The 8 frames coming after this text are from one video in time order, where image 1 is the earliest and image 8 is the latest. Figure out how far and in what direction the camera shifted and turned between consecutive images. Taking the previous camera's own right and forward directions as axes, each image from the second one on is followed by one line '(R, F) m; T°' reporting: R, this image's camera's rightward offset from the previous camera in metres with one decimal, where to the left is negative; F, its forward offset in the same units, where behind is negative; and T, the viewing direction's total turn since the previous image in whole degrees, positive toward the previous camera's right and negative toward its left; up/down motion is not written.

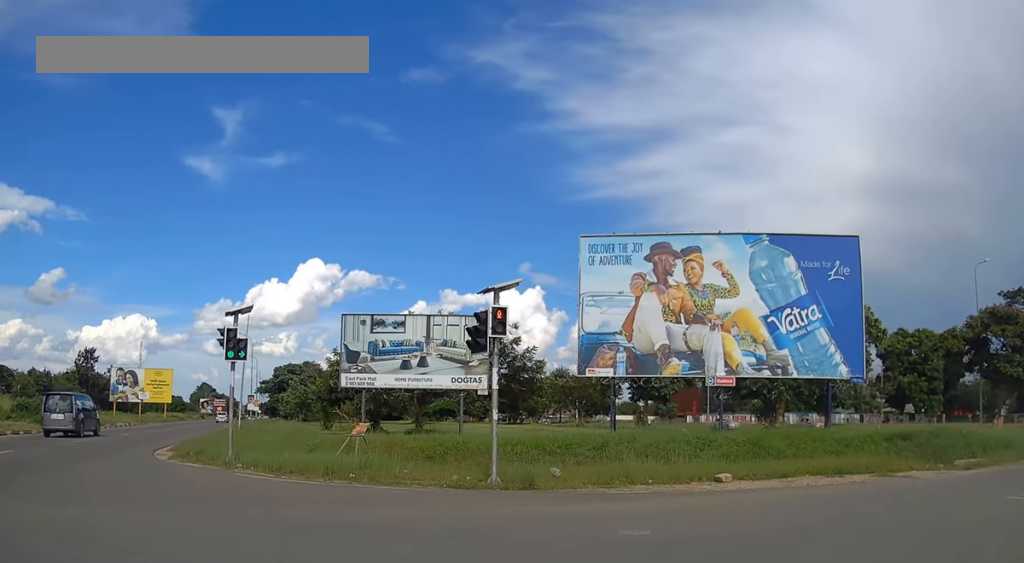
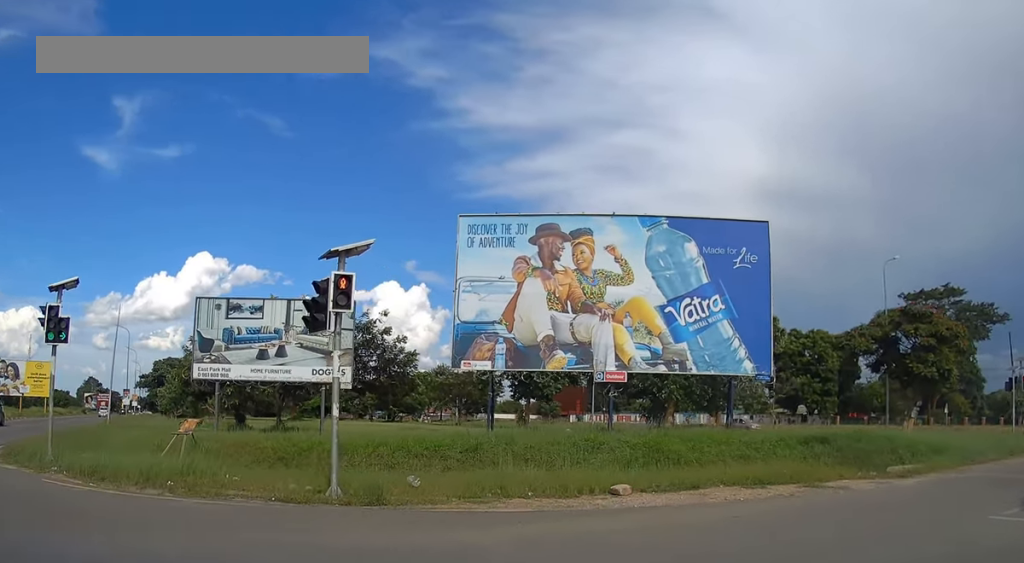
(+0.2, +2.7) m; +8°
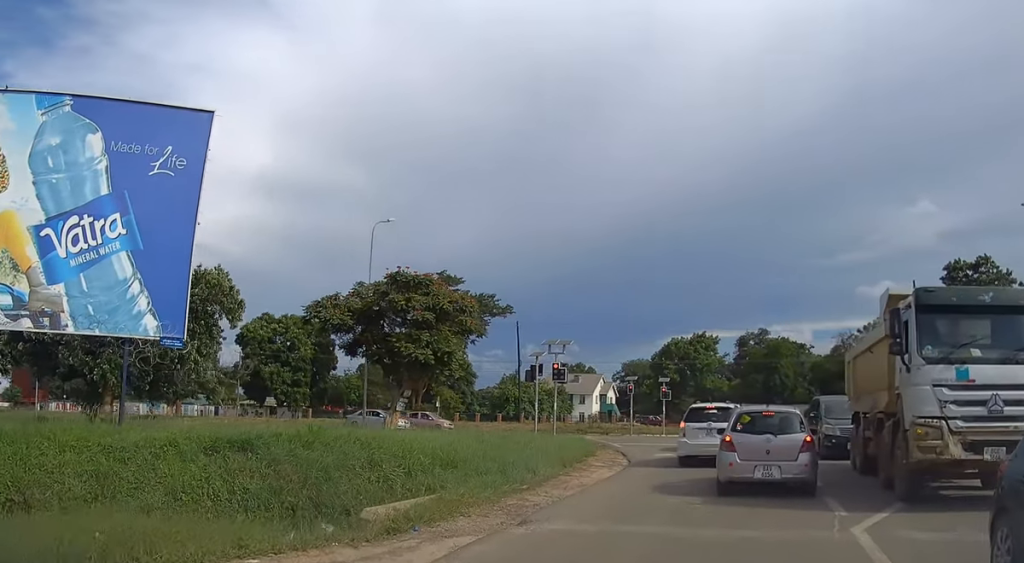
(+2.6, +9.1) m; +37°
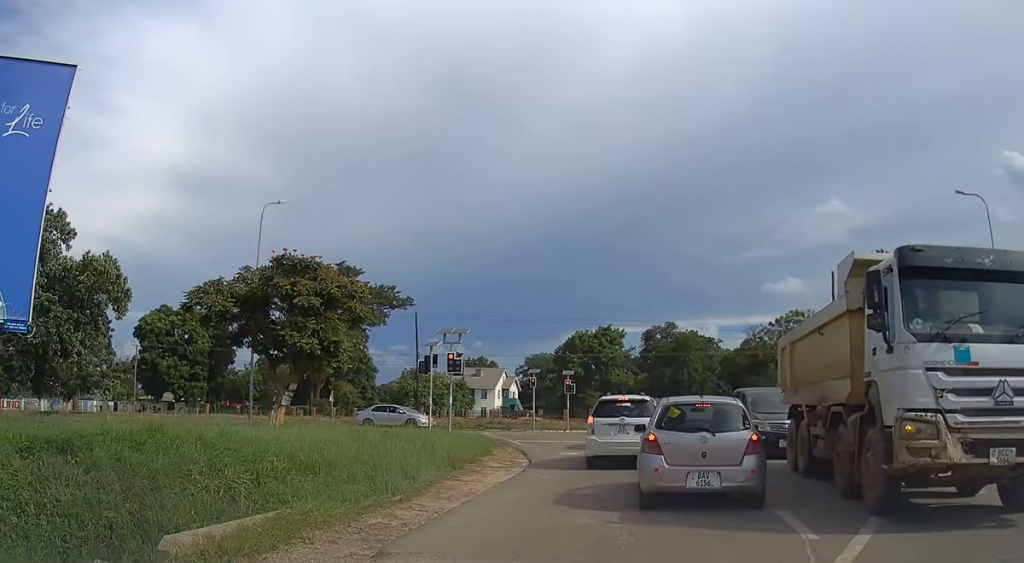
(+0.5, +2.6) m; +9°
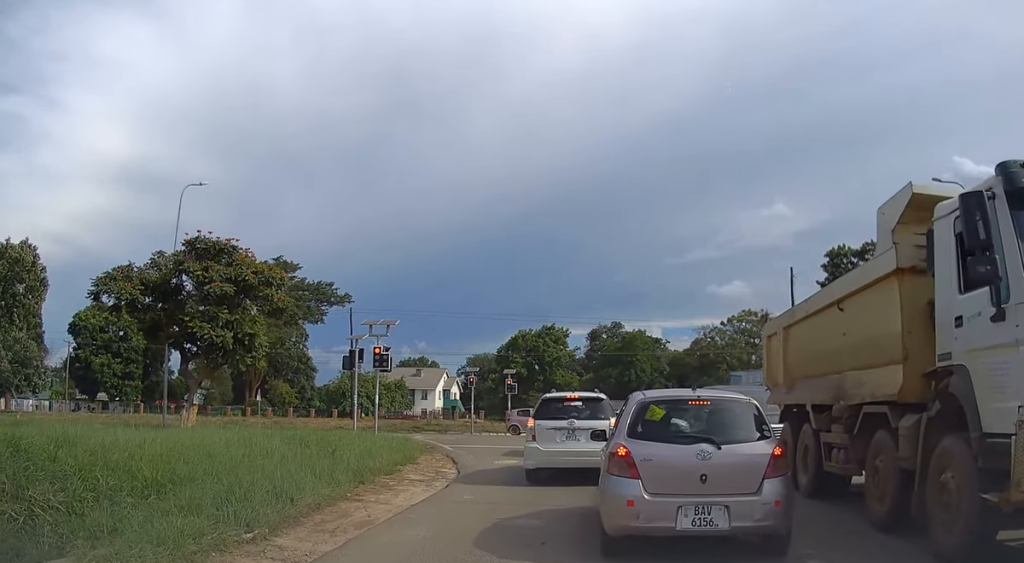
(+0.6, +4.6) m; +13°
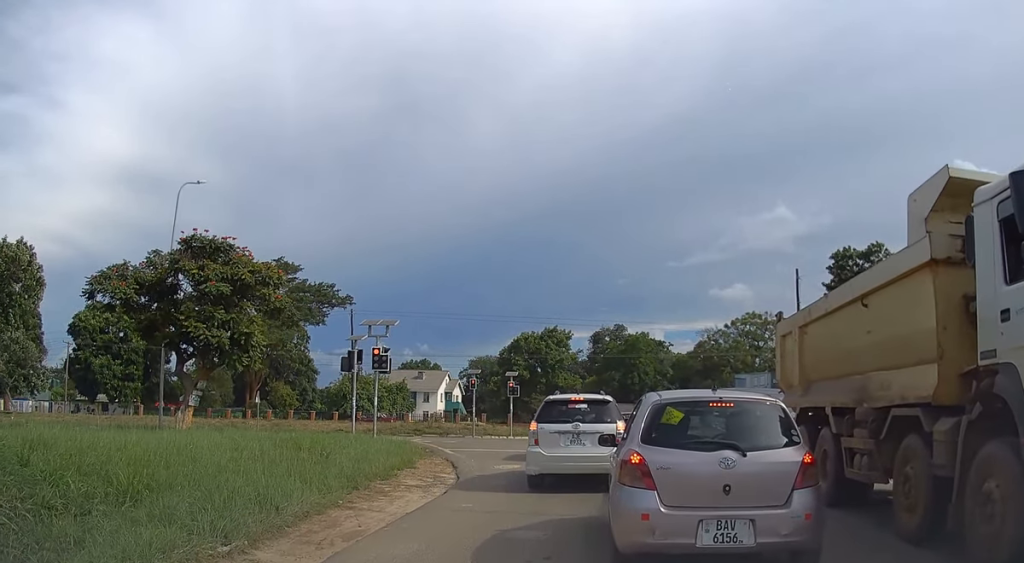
(0.0, +1.8) m; +4°
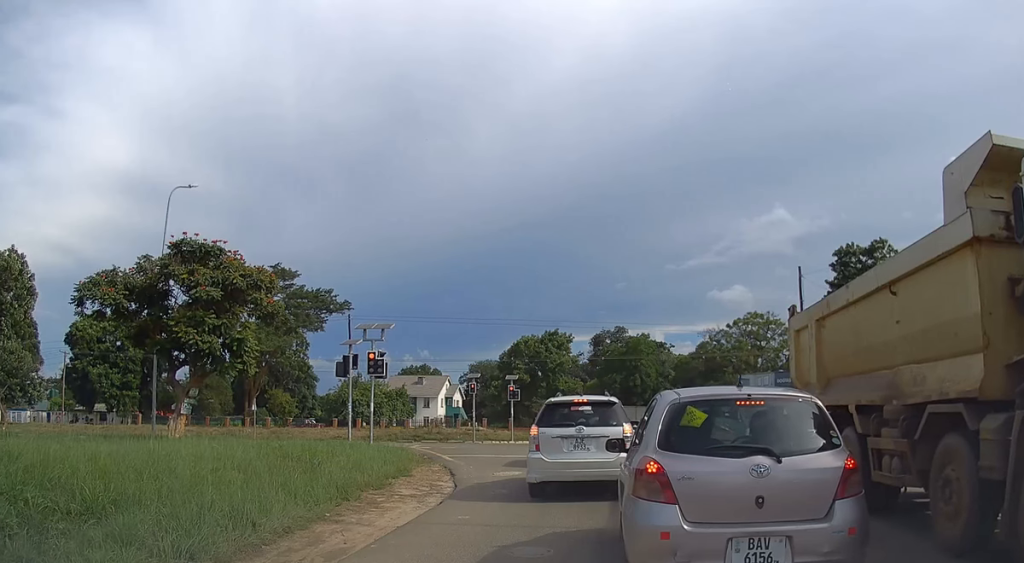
(+0.3, +2.5) m; +5°
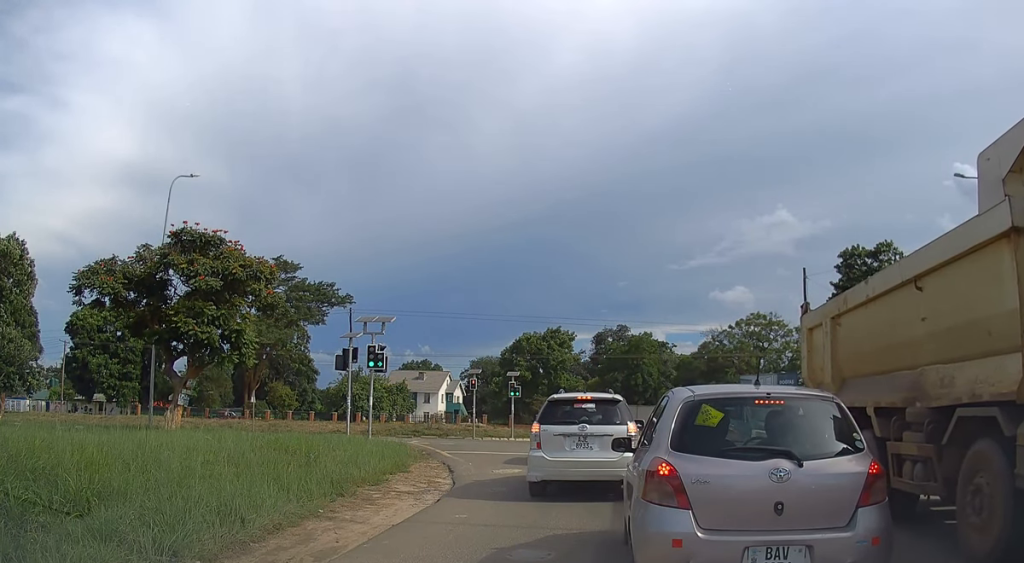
(-0.3, +0.9) m; 0°
